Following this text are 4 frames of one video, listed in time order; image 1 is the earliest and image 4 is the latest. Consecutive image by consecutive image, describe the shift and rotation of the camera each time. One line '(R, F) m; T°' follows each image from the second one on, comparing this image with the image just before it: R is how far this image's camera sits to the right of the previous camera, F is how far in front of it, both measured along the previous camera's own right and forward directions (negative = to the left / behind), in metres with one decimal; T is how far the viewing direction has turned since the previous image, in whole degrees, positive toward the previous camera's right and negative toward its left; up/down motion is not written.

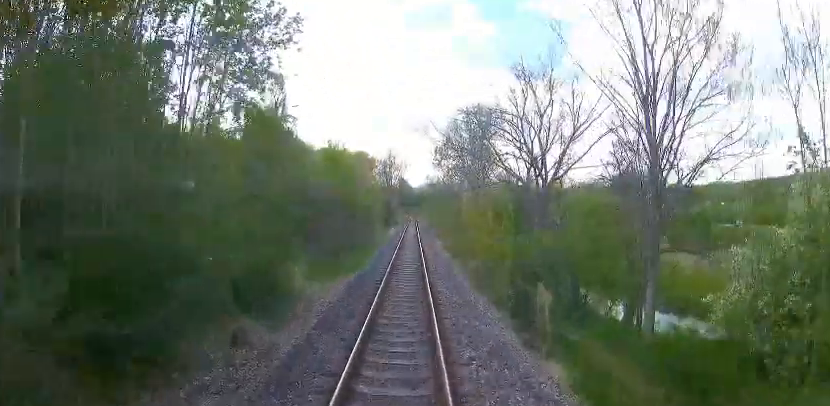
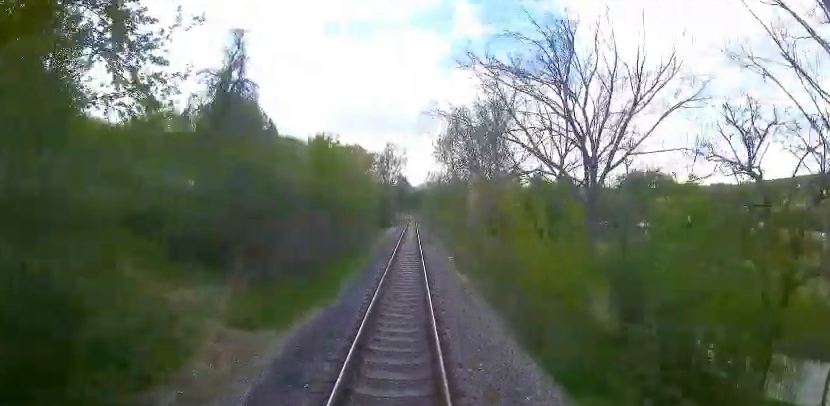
(-0.2, +9.5) m; 0°
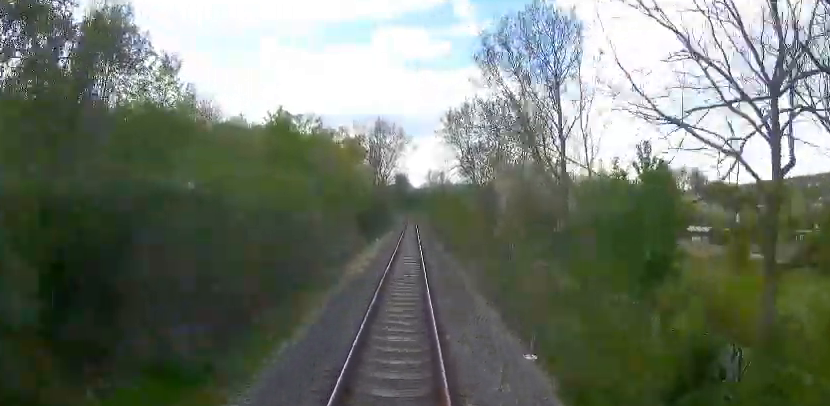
(+0.5, +20.6) m; +2°
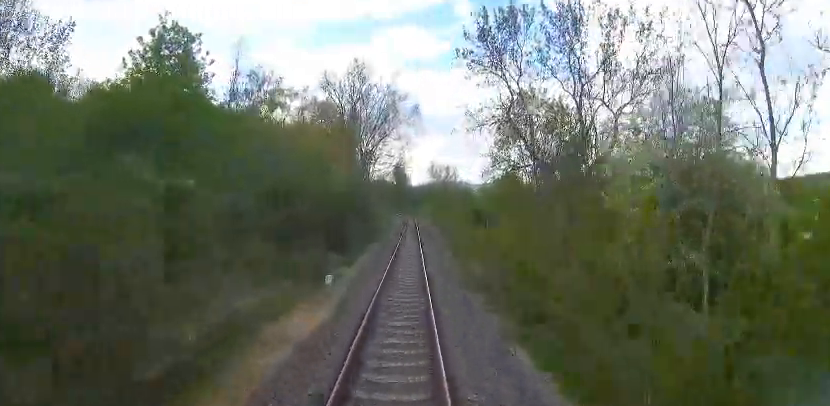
(-0.7, +25.2) m; -2°
